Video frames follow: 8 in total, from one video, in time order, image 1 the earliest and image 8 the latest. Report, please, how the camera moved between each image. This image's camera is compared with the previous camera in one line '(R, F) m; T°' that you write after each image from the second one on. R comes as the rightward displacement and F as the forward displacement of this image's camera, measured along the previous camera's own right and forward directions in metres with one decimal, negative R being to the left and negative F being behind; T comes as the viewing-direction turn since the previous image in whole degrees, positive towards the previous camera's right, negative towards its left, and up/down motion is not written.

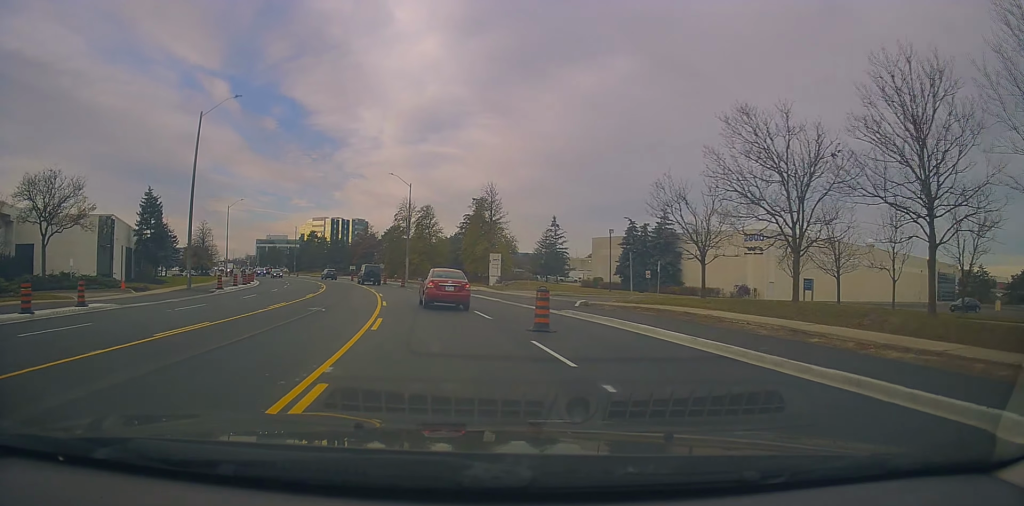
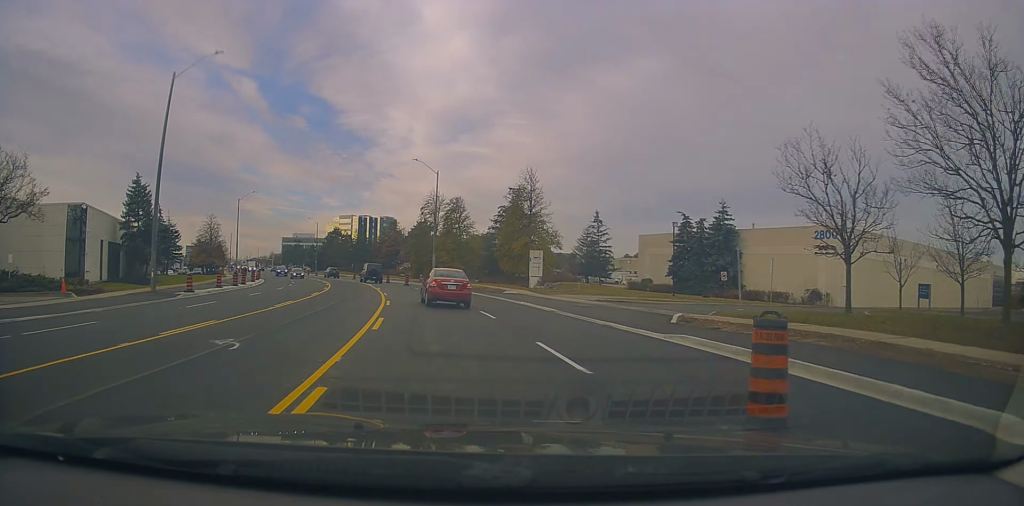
(-0.1, +9.0) m; -3°
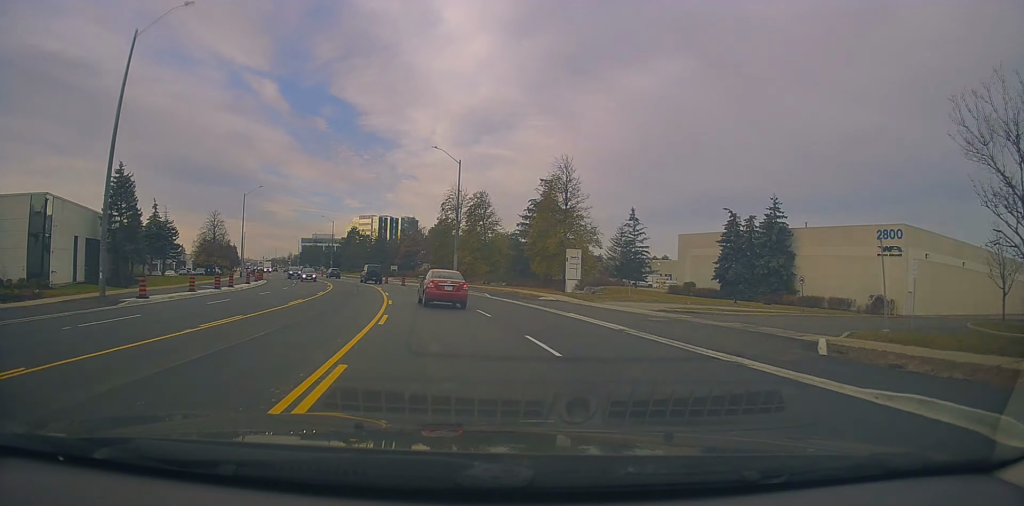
(-0.3, +7.6) m; -2°
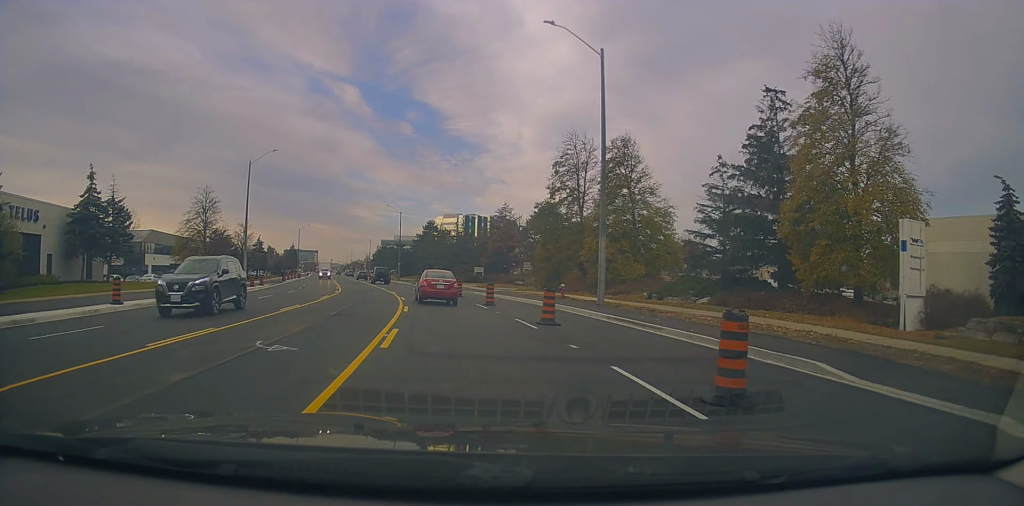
(-1.4, +30.6) m; -6°
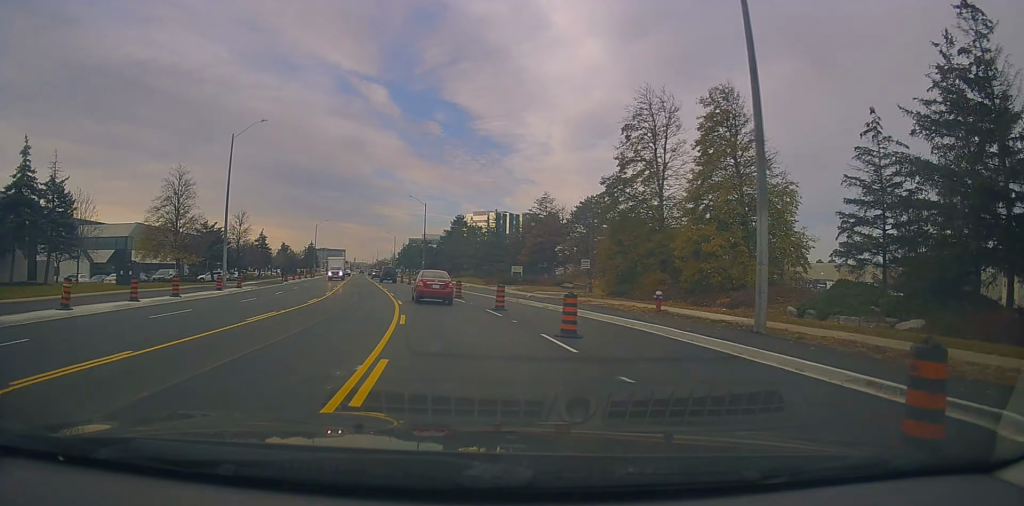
(-0.4, +12.5) m; -4°
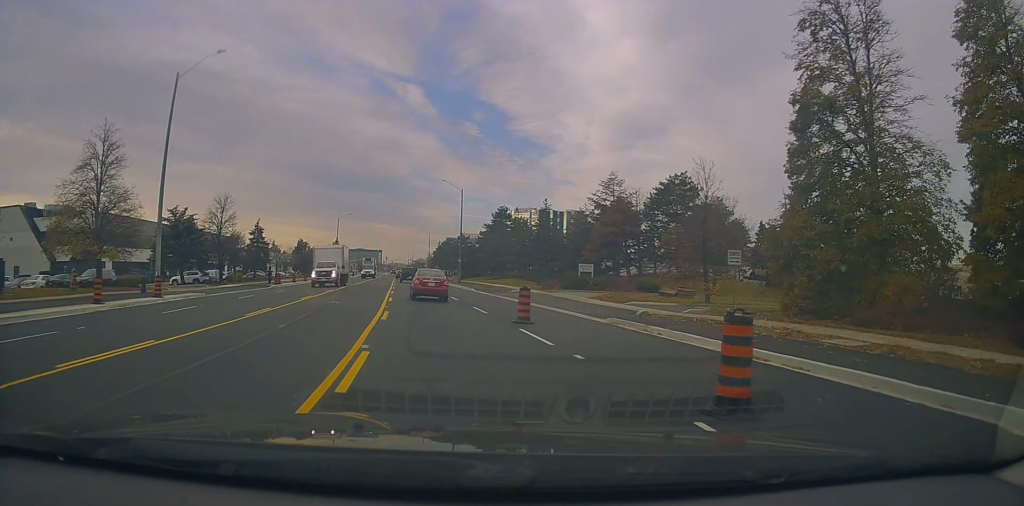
(-1.1, +17.6) m; -6°
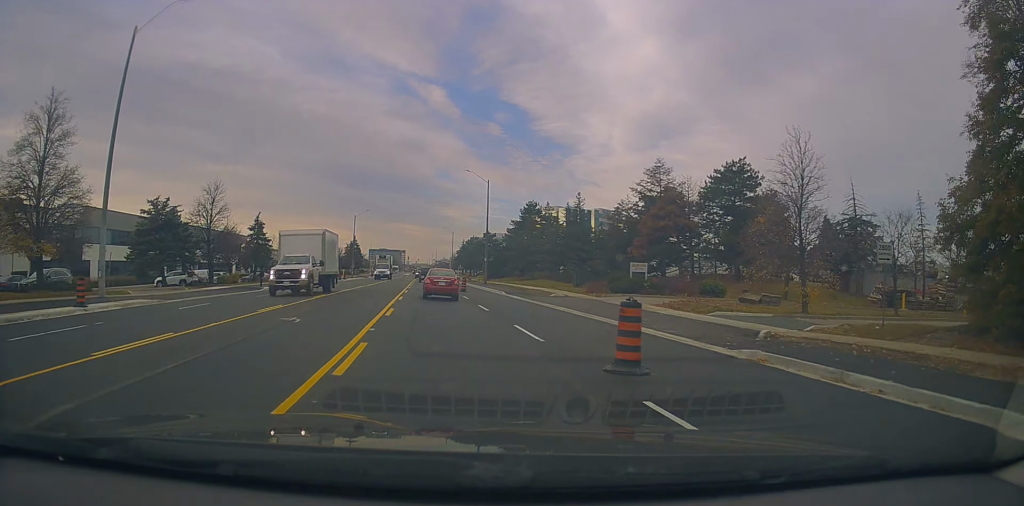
(-0.2, +7.8) m; -2°
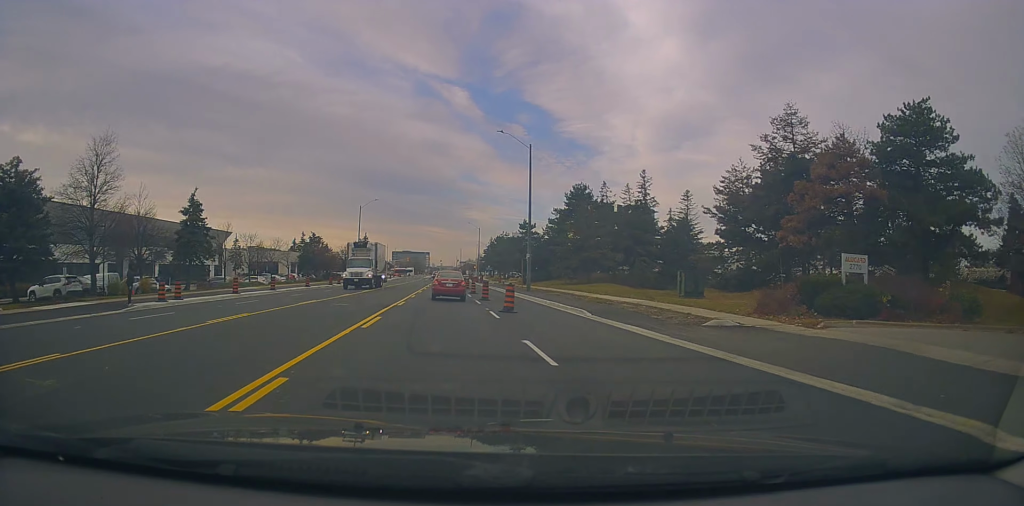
(-0.7, +21.3) m; -5°
